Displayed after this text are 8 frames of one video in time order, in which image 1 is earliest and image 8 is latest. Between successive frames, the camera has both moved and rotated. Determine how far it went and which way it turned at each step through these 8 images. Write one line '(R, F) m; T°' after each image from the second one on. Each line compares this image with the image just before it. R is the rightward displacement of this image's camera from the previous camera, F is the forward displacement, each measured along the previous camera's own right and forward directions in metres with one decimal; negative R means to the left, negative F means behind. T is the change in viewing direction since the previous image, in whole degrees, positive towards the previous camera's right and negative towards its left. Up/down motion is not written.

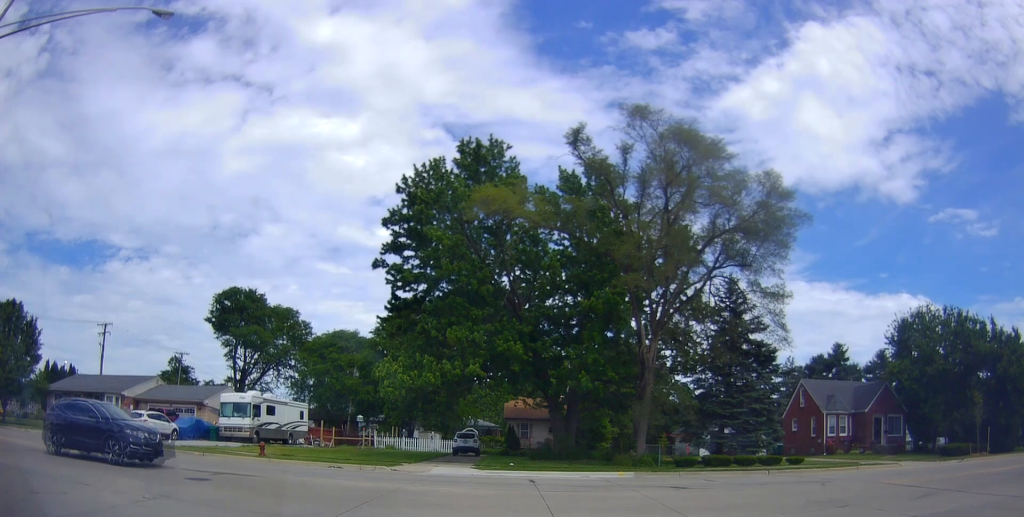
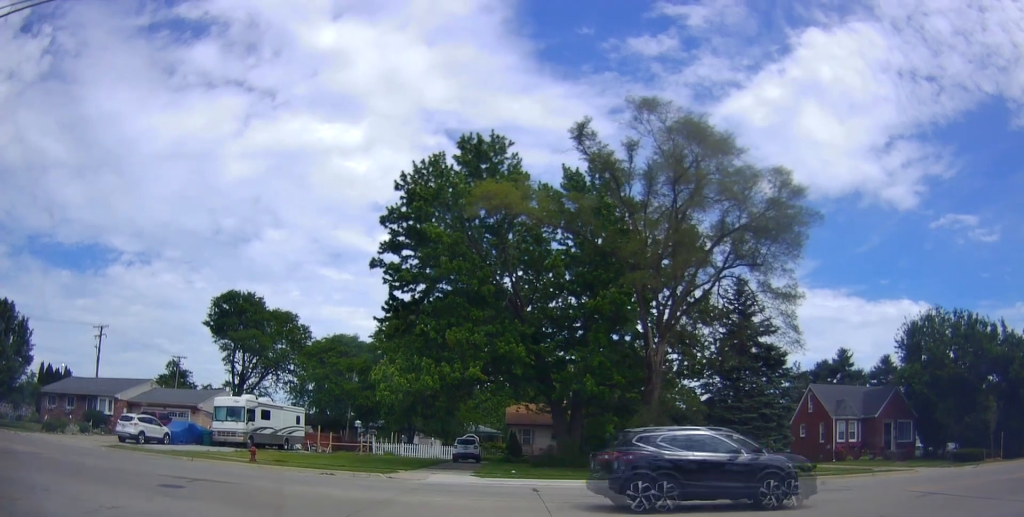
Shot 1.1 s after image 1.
(-0.1, +6.4) m; +3°
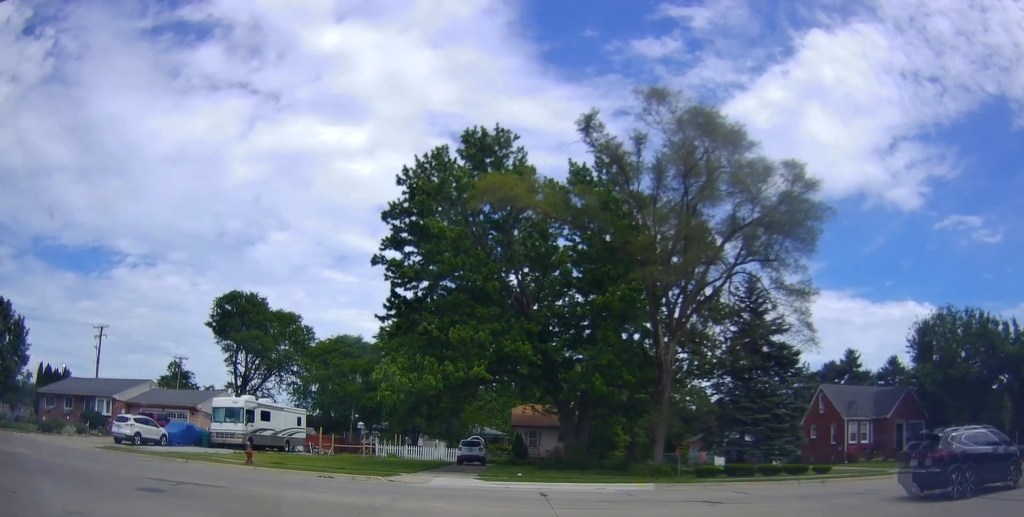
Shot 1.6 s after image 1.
(-0.1, +2.6) m; +1°
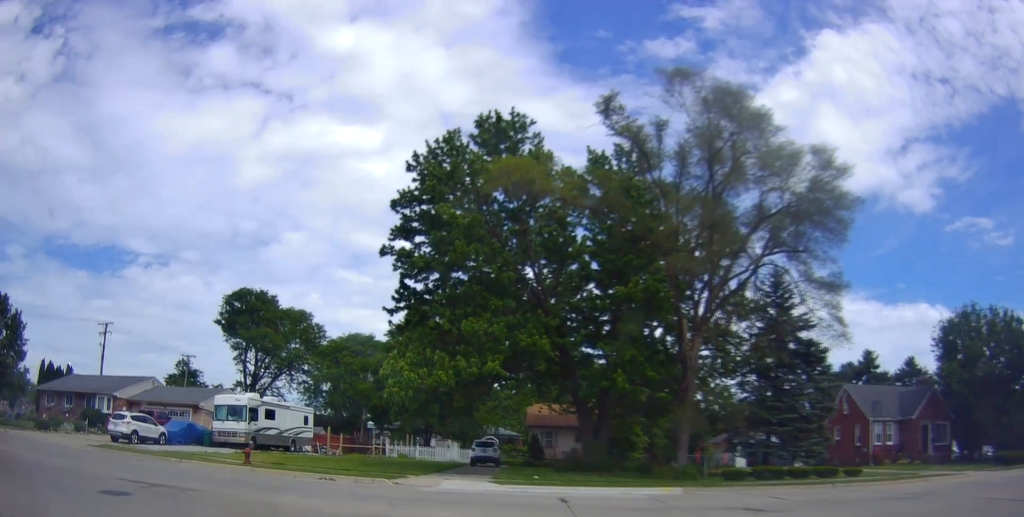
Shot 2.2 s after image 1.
(+0.5, +2.8) m; -8°
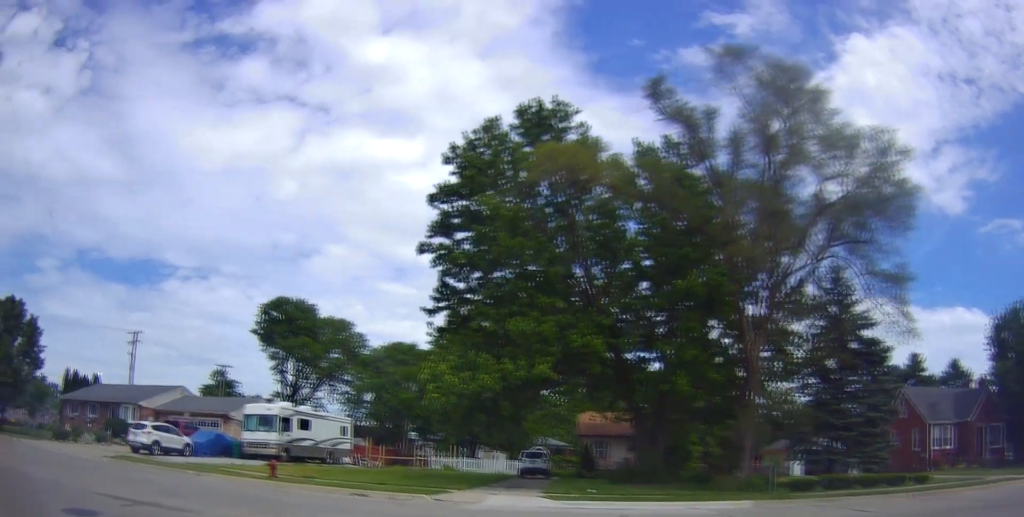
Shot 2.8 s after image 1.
(-0.2, +2.6) m; -18°
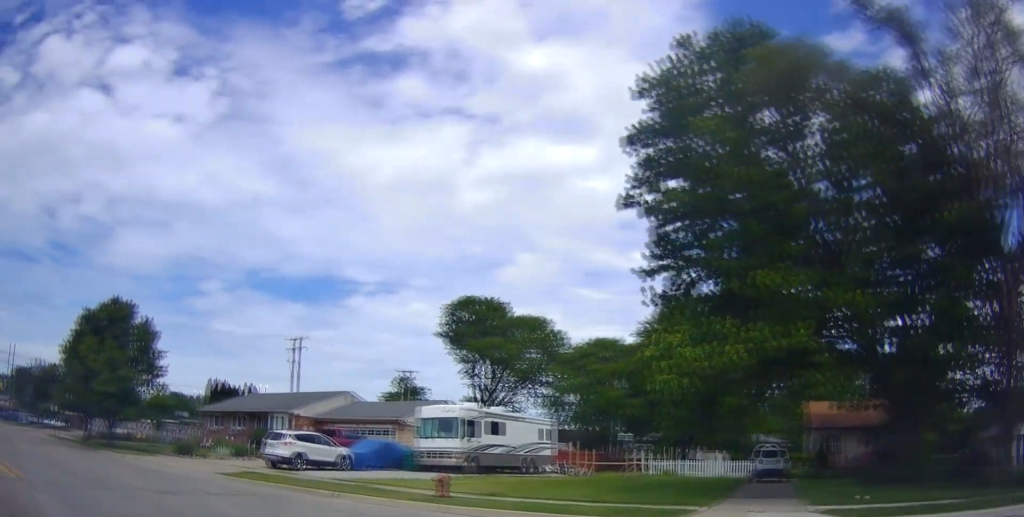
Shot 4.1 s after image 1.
(-3.1, +5.0) m; -53°
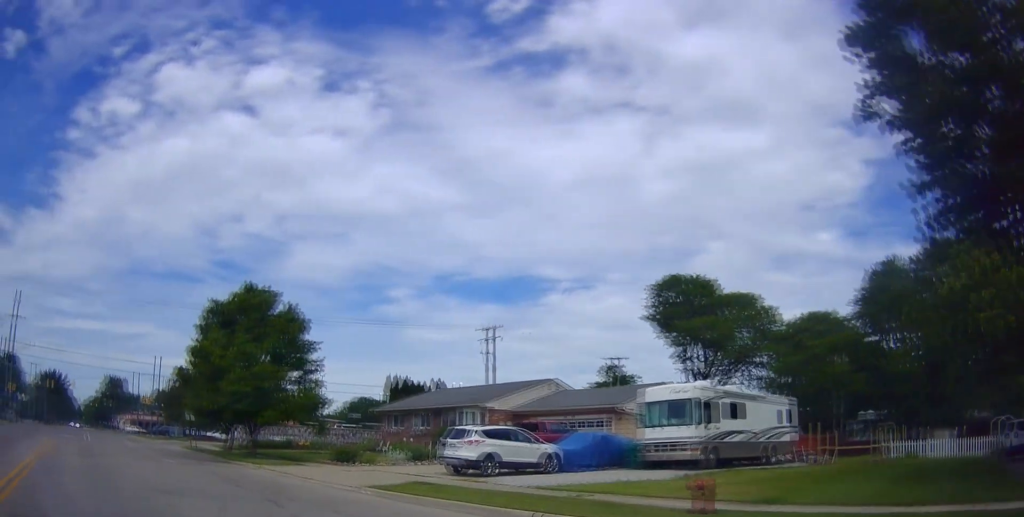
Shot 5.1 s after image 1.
(-1.3, +5.2) m; -18°
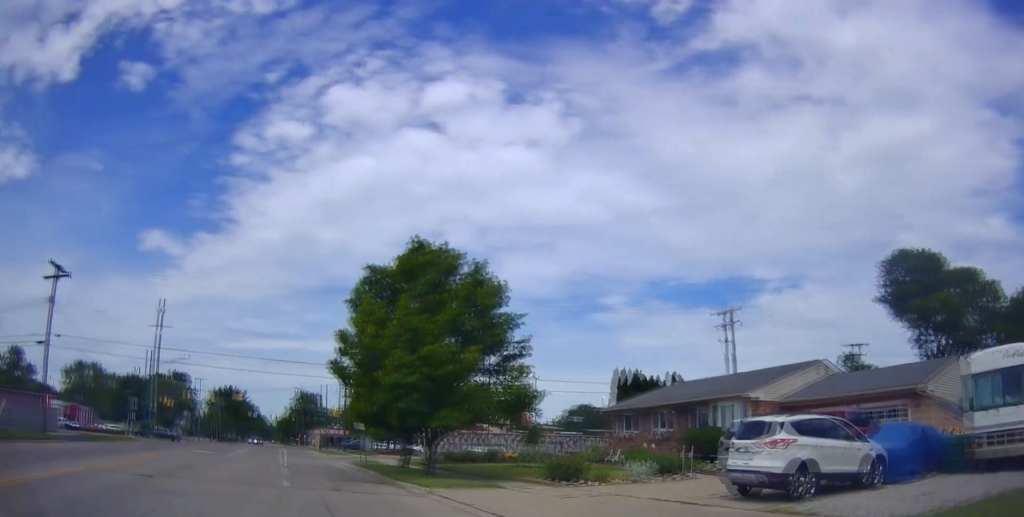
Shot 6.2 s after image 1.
(-0.5, +7.2) m; +1°
